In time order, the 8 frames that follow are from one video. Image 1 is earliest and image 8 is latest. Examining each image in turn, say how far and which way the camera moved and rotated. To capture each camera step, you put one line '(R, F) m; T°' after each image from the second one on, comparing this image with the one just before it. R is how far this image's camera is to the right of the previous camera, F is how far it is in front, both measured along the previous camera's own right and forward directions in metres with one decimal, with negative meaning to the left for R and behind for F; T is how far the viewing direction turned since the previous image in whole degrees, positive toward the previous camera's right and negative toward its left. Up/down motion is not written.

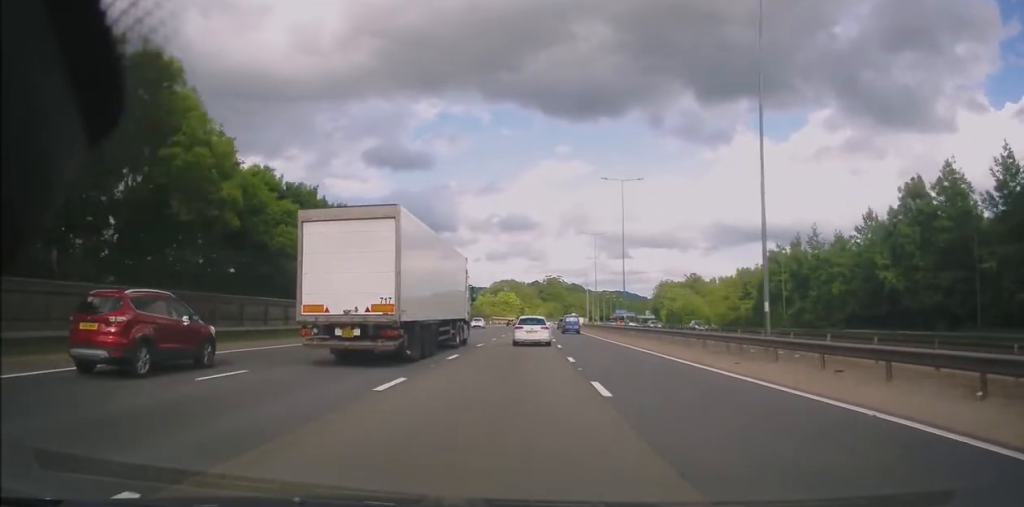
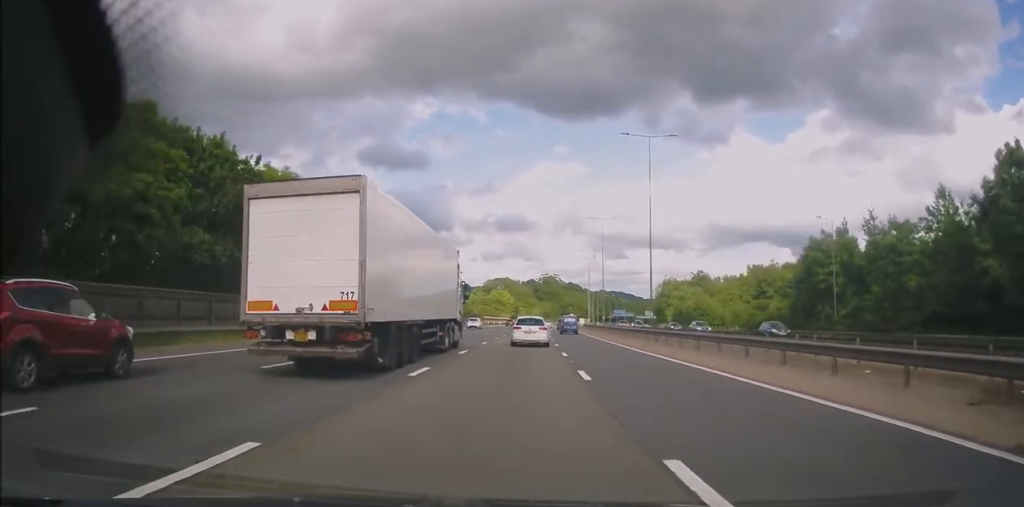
(0.0, +15.2) m; 0°
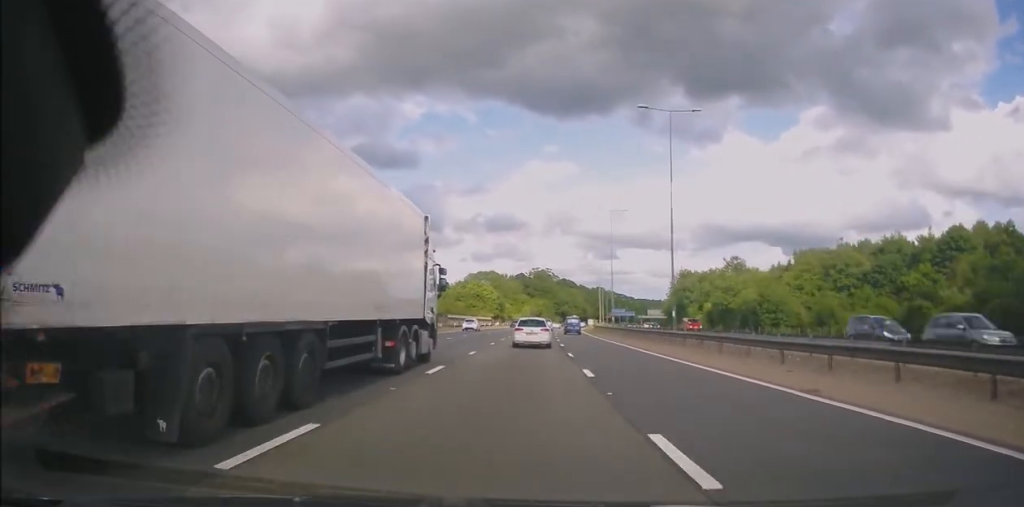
(+0.5, +44.3) m; +2°
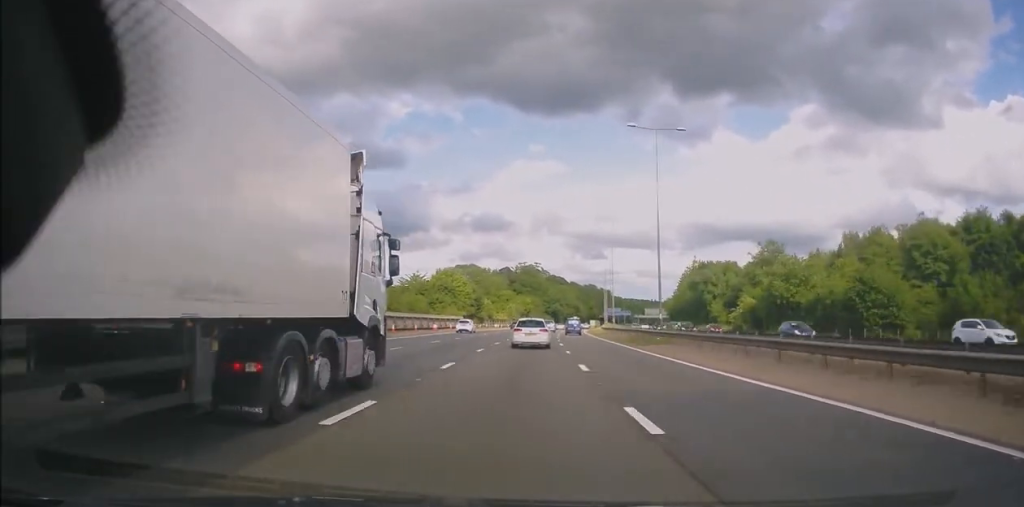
(+0.5, +33.3) m; +1°
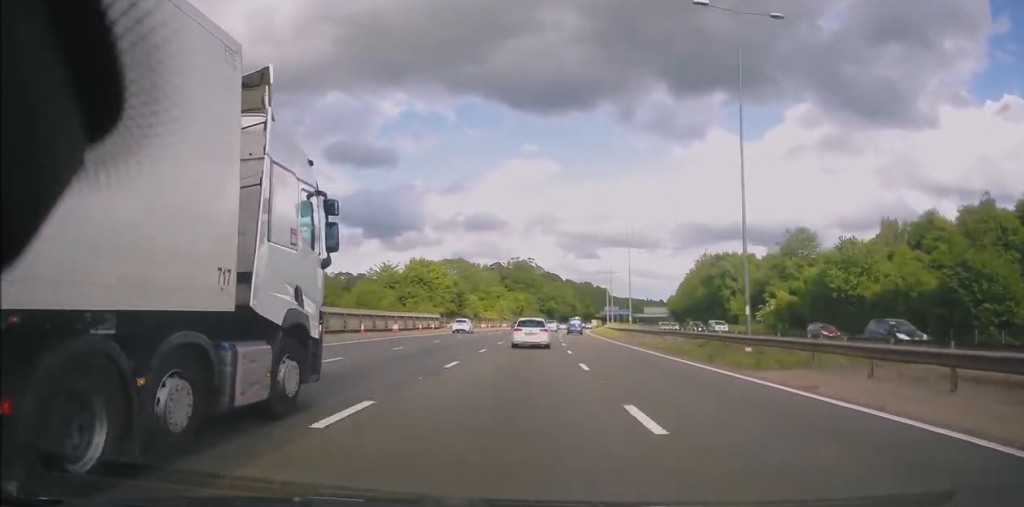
(0.0, +18.3) m; +1°
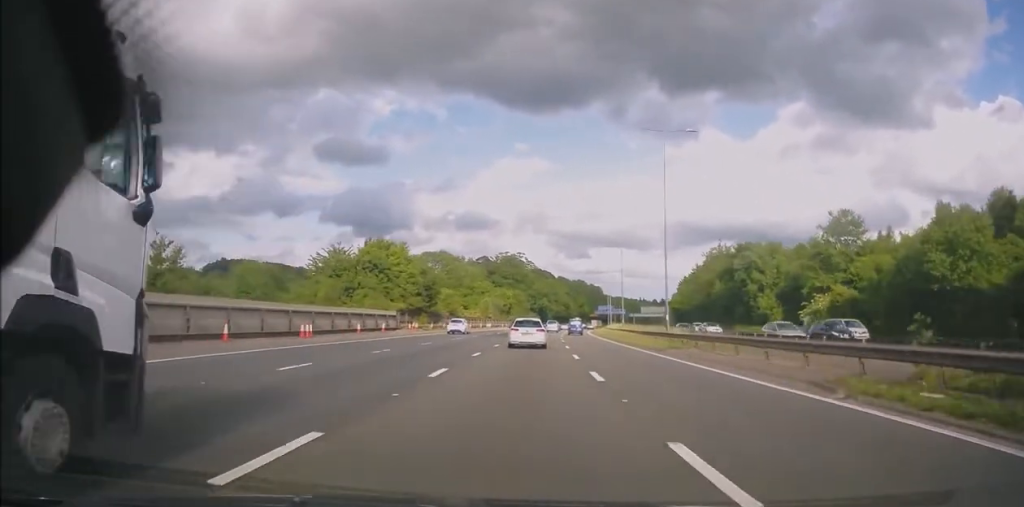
(0.0, +20.5) m; +1°
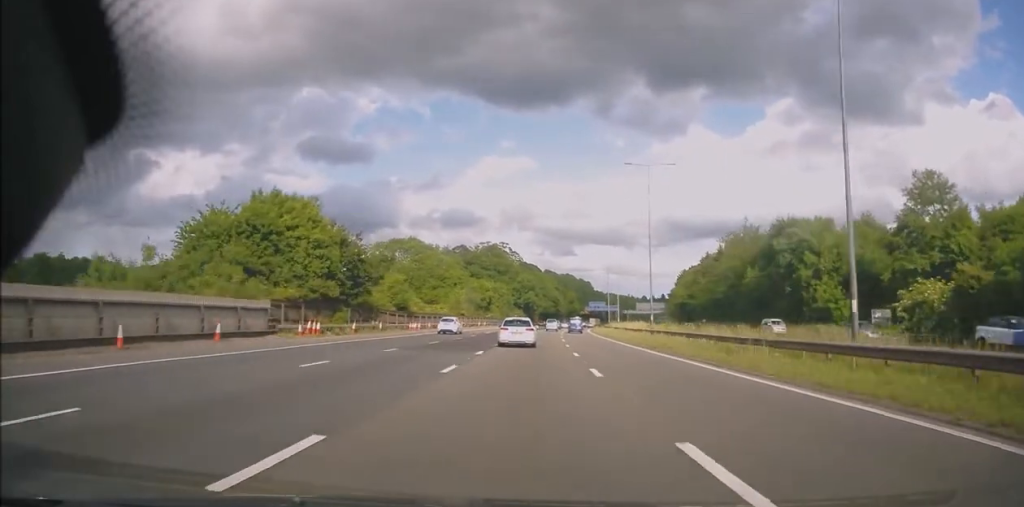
(+0.3, +26.9) m; +2°
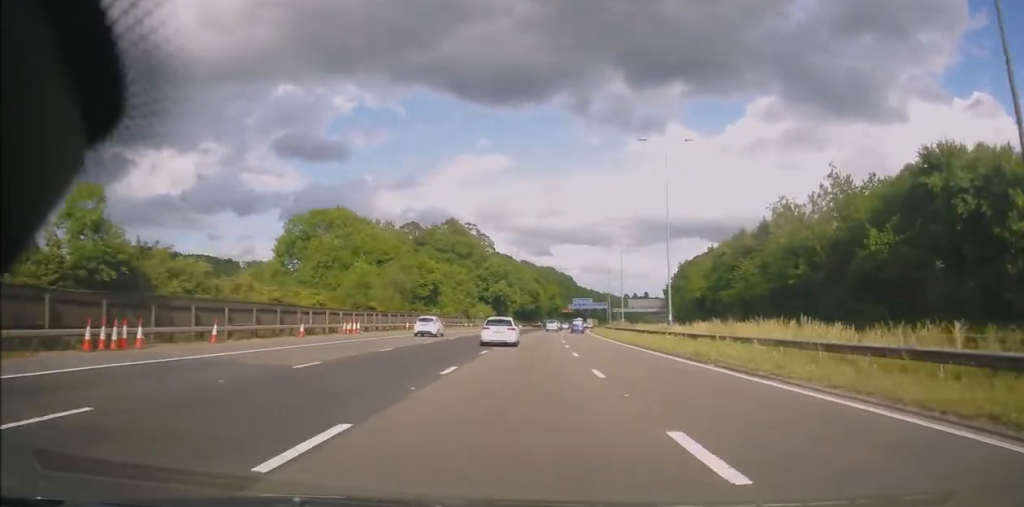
(+1.0, +44.1) m; +2°
